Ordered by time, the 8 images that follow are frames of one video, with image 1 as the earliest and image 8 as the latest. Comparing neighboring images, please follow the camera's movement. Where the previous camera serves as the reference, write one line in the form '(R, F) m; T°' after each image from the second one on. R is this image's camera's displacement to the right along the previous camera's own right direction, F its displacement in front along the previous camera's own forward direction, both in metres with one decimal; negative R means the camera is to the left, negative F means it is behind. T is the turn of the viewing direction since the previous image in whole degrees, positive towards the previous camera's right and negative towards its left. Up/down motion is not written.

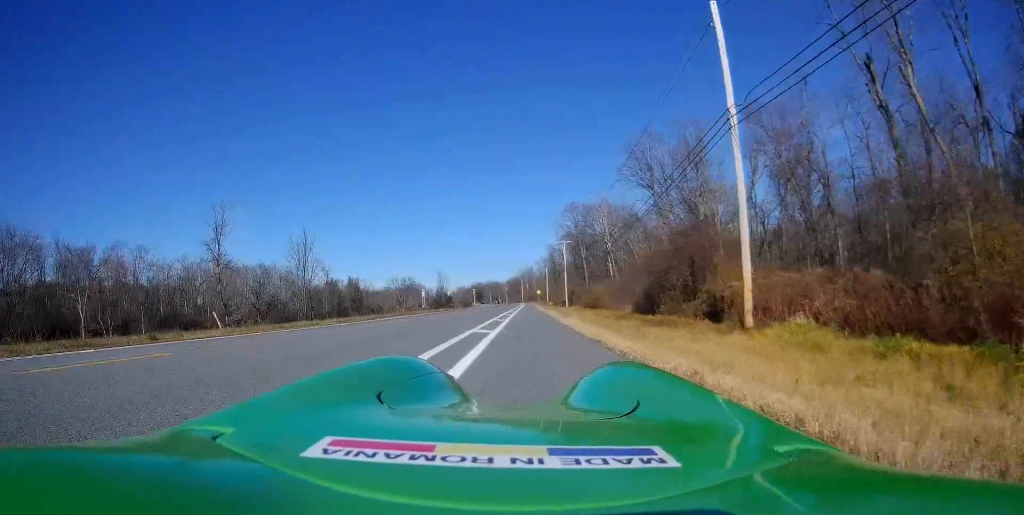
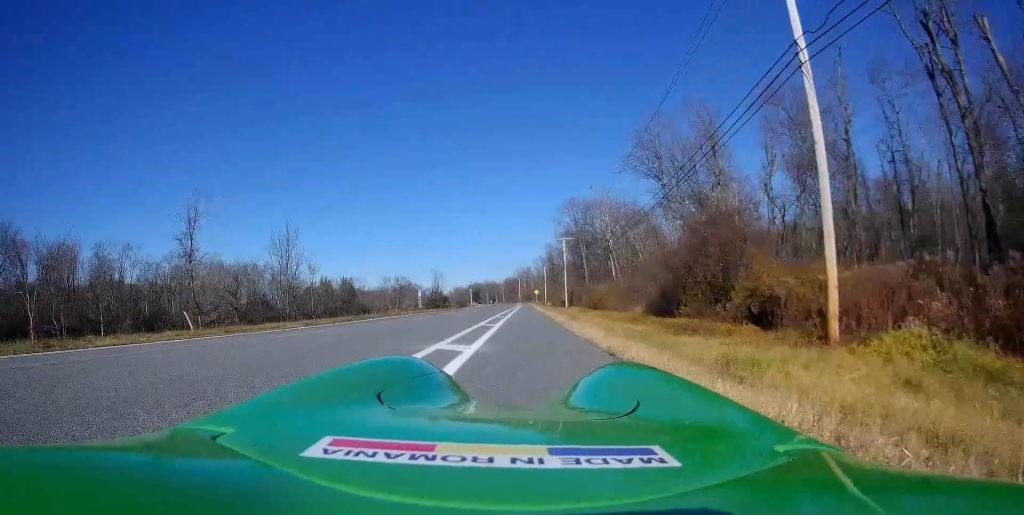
(+0.2, +4.8) m; 0°
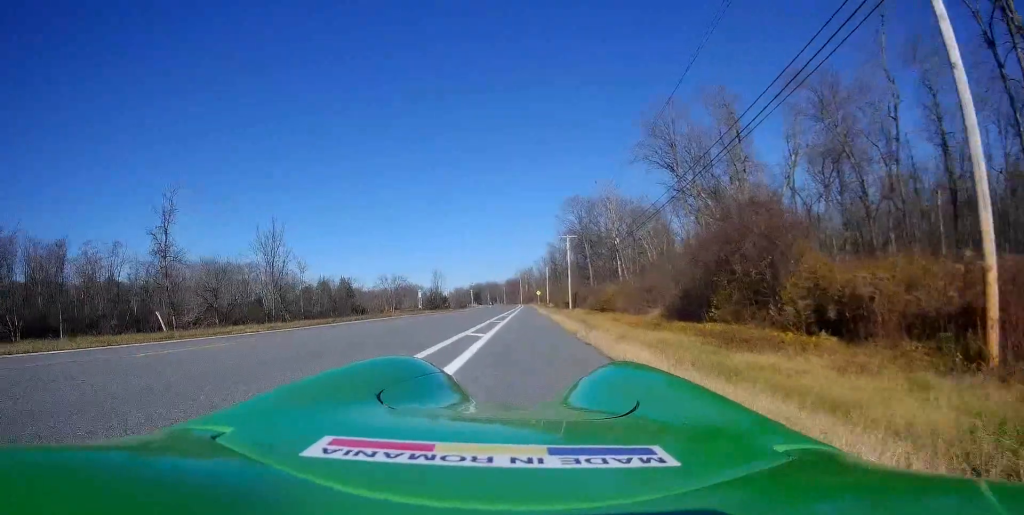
(-0.2, +4.8) m; -1°
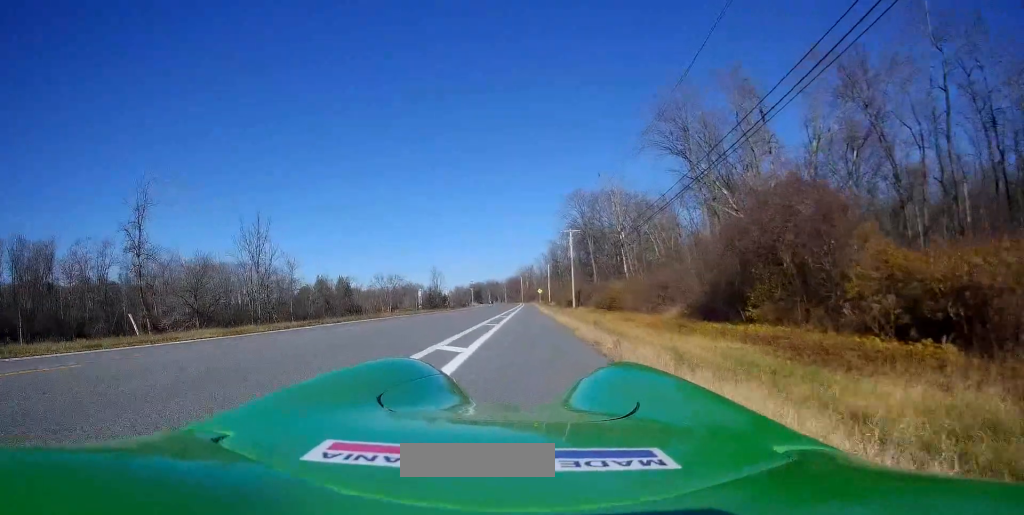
(-0.1, +4.0) m; -1°
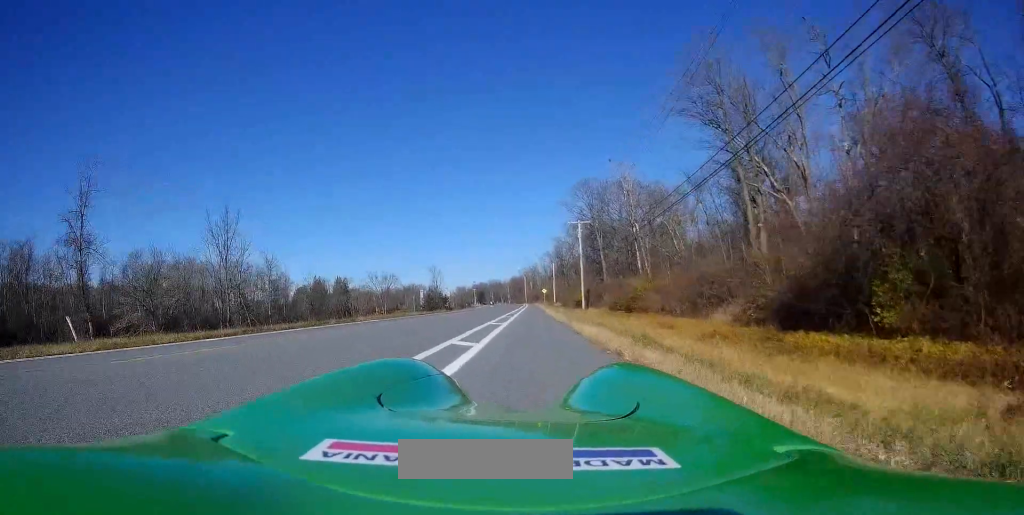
(+0.1, +8.3) m; 0°
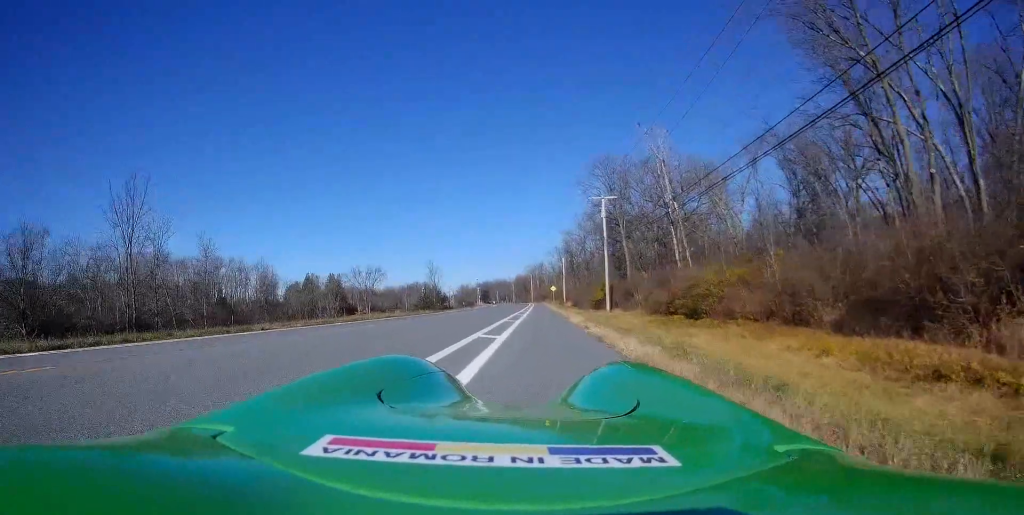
(+0.1, +16.9) m; +1°
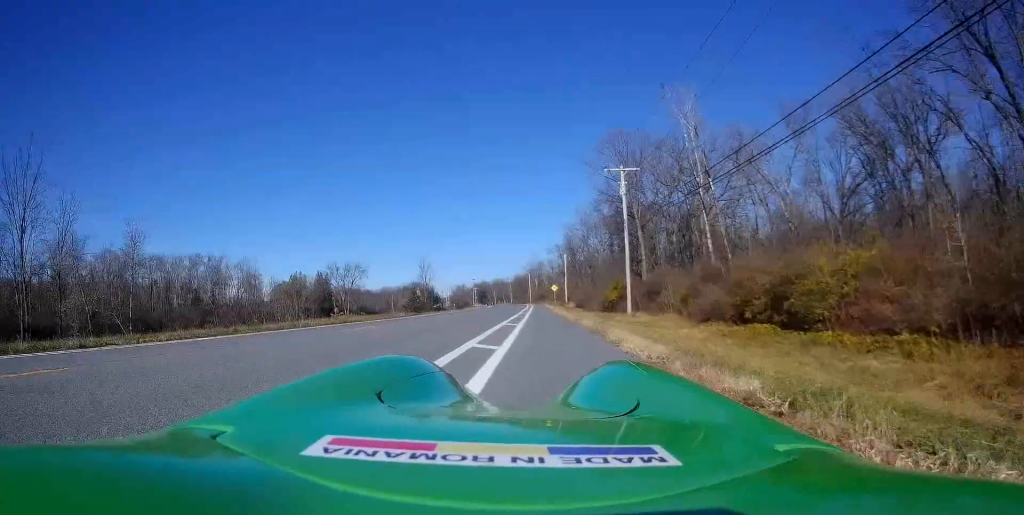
(-0.1, +11.8) m; 0°
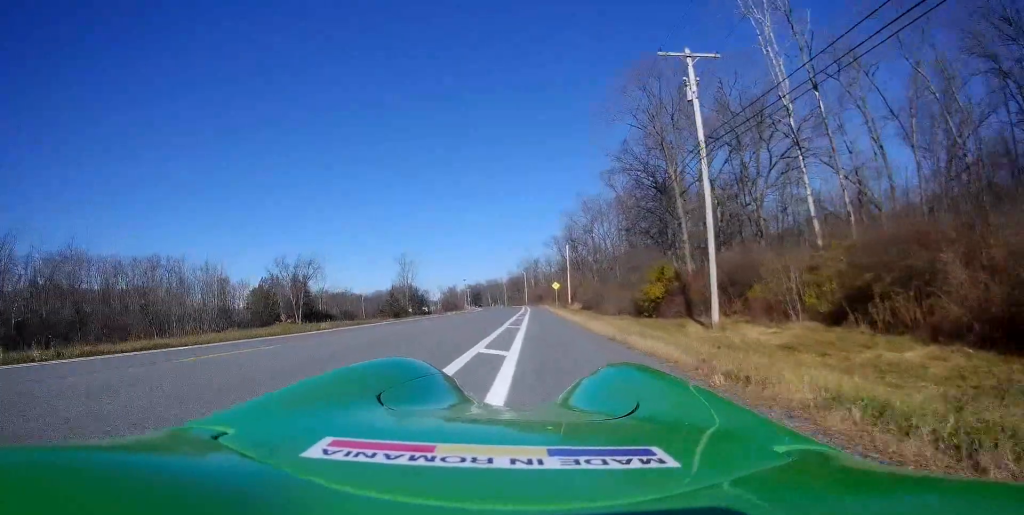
(+0.7, +19.0) m; +1°
